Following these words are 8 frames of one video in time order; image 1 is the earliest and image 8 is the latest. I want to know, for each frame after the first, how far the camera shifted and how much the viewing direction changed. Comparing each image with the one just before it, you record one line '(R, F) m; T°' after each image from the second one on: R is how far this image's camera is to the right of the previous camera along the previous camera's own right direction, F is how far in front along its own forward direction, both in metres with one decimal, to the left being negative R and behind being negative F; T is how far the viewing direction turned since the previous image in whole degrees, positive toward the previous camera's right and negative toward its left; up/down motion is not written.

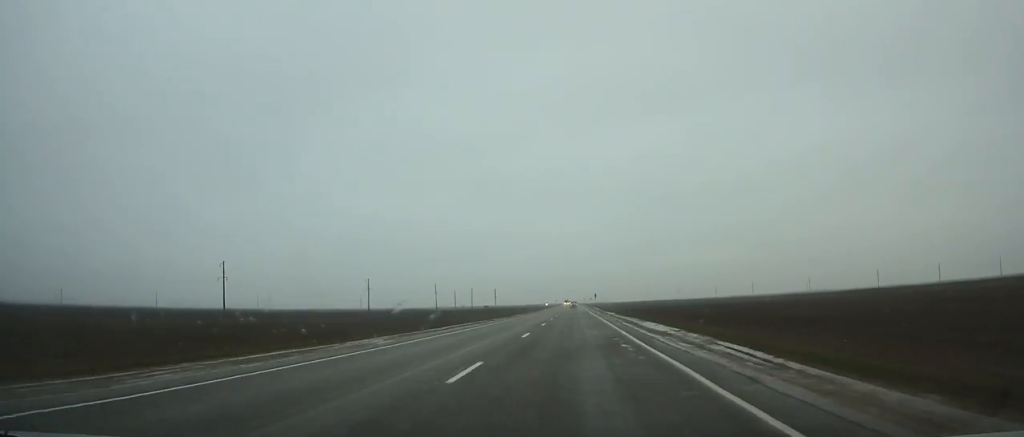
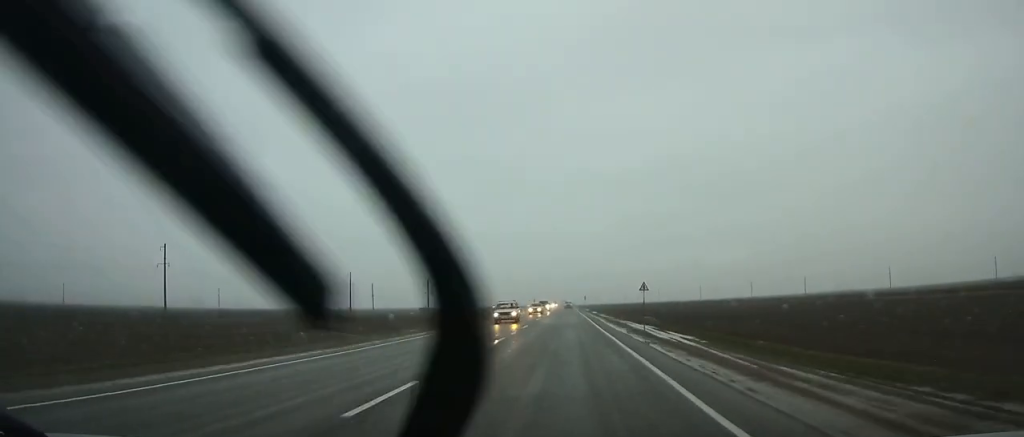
(+0.9, +207.2) m; 0°
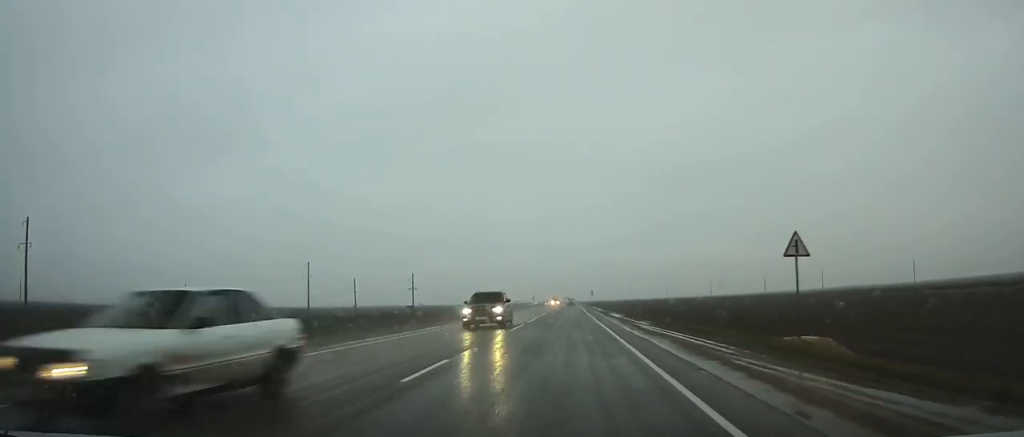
(-0.2, +33.4) m; 0°
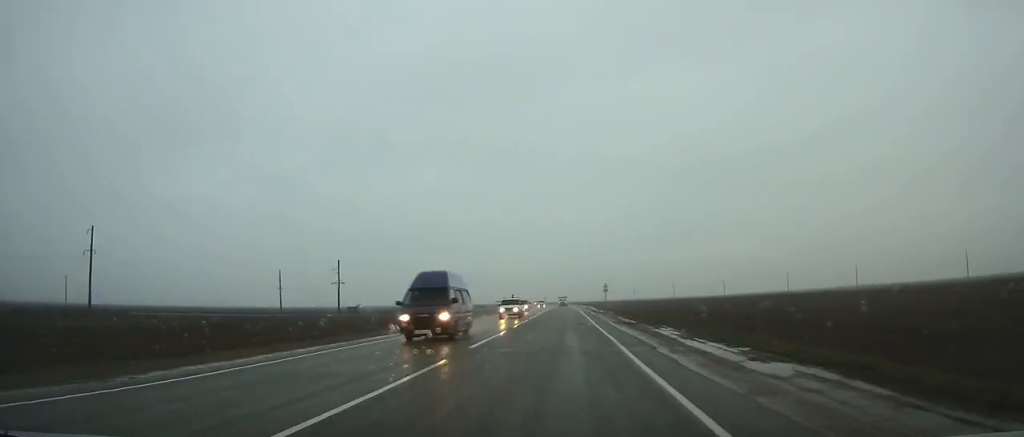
(-0.1, +75.9) m; 0°
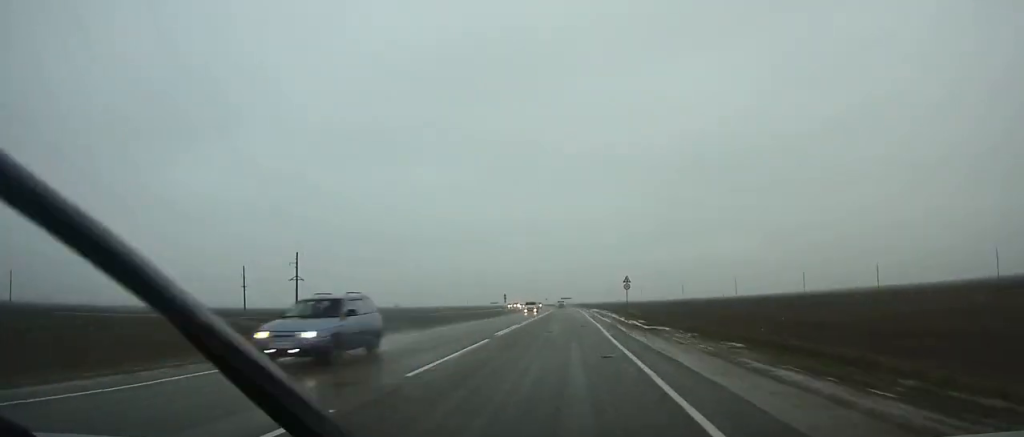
(+0.2, +30.6) m; 0°
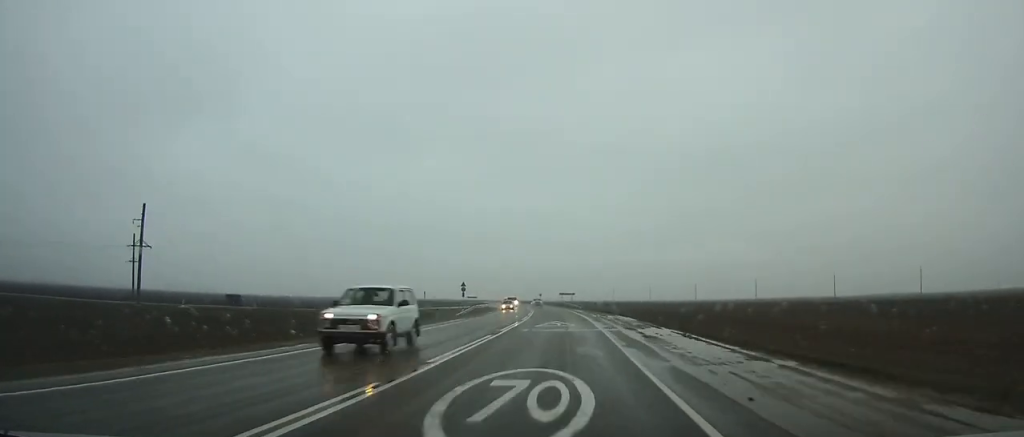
(-0.6, +58.3) m; -2°
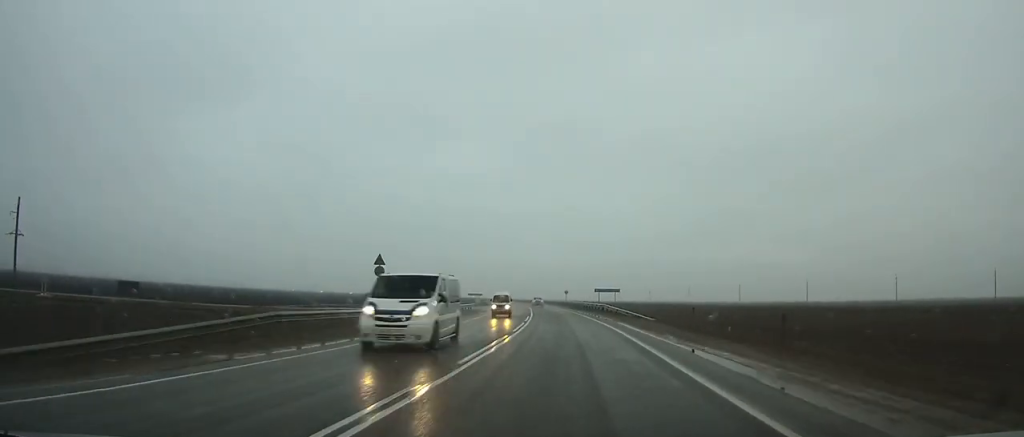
(-1.2, +48.7) m; -3°
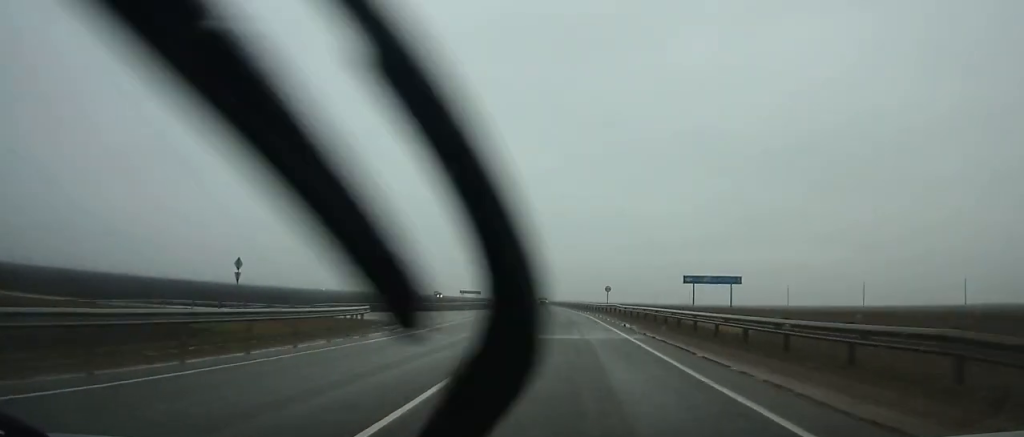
(-0.7, +44.1) m; -3°
